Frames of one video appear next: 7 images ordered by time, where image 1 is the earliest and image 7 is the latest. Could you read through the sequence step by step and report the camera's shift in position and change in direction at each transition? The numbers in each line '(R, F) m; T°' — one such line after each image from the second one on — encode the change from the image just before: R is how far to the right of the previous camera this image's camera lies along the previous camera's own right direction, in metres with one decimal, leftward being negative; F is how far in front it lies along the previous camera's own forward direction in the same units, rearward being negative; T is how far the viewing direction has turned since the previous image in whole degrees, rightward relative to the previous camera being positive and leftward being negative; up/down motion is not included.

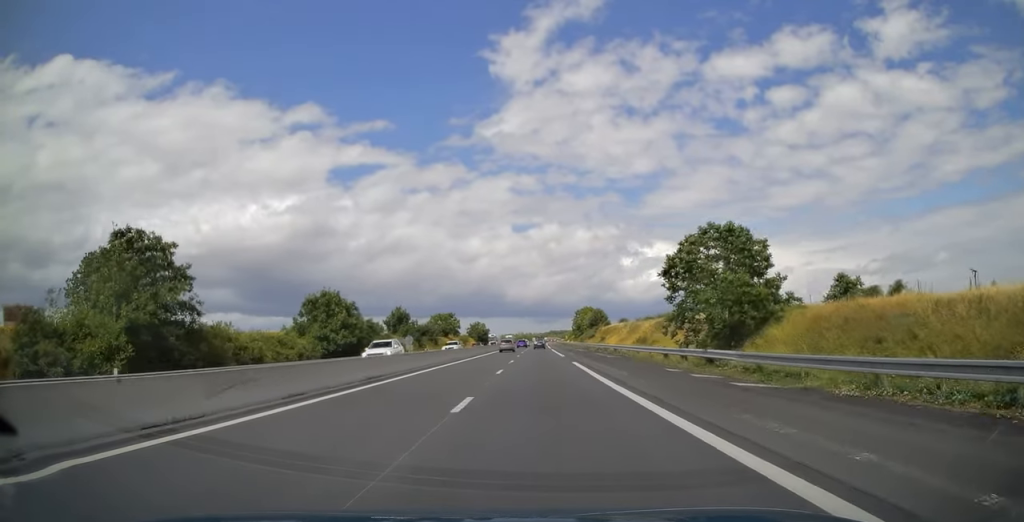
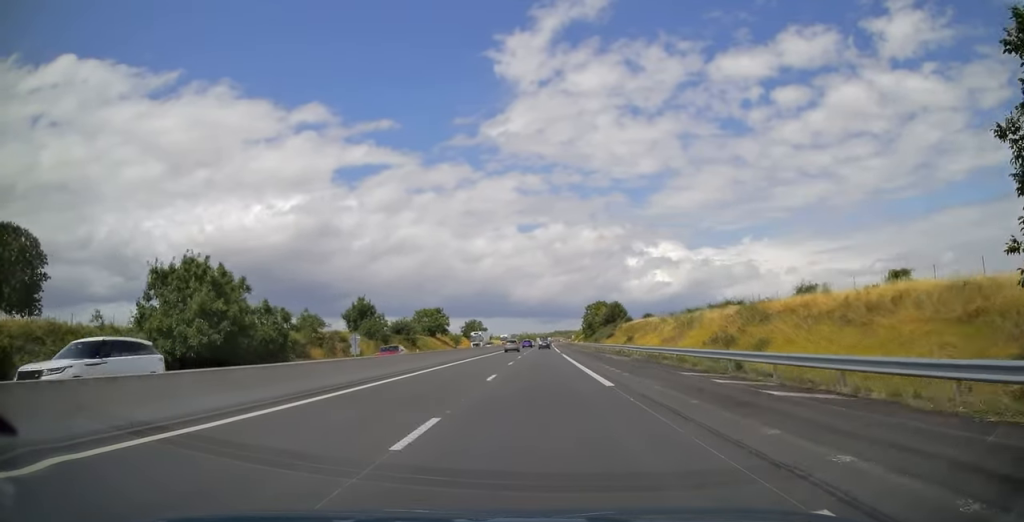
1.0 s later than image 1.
(0.0, +30.7) m; 0°
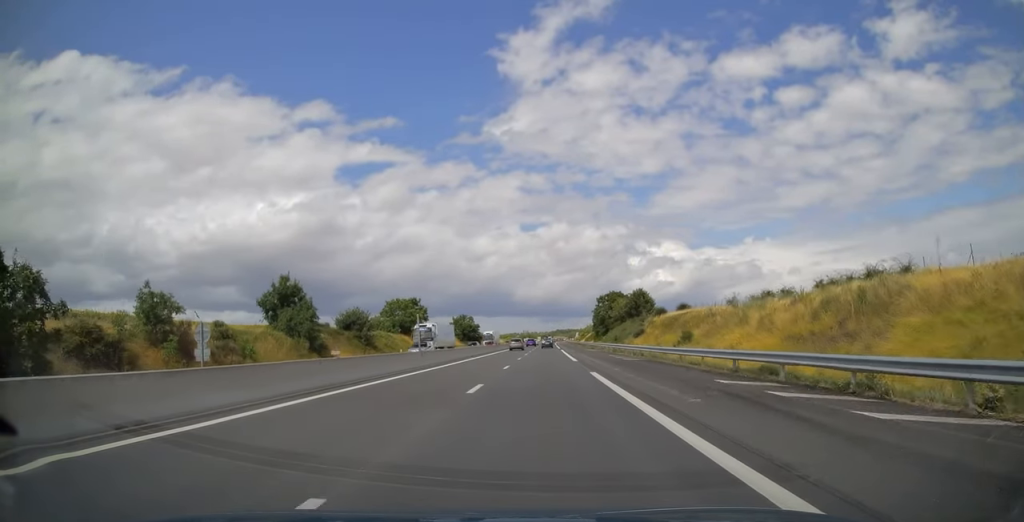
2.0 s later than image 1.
(-0.2, +32.3) m; 0°
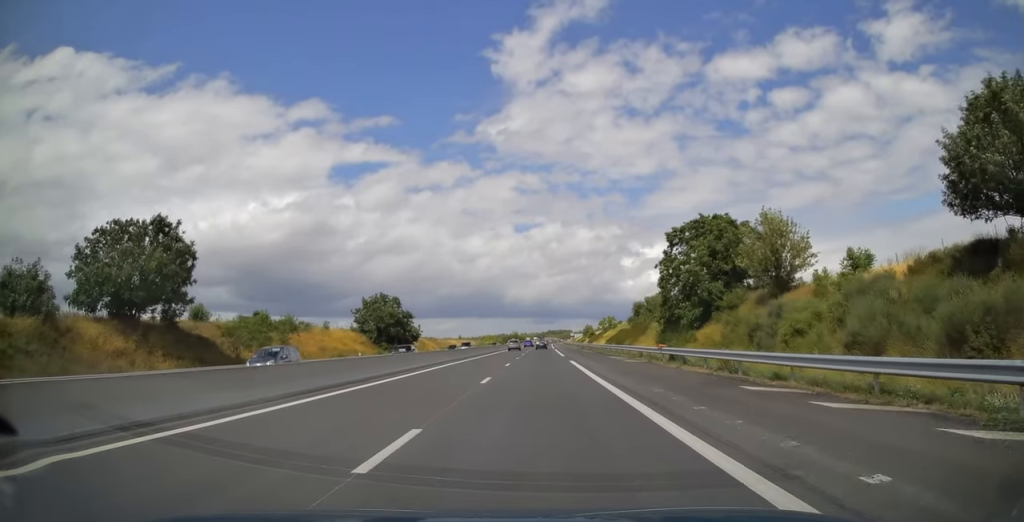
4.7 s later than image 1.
(-0.2, +89.5) m; 0°
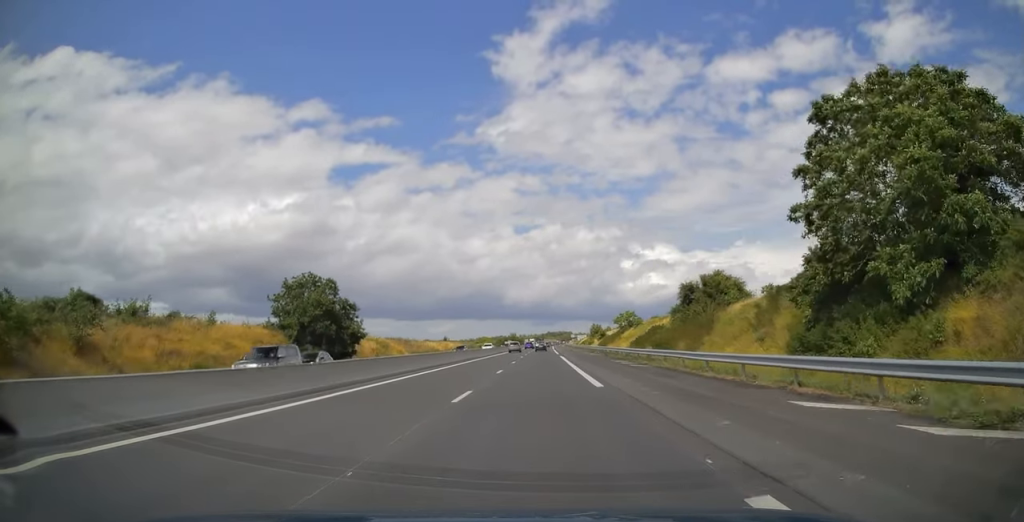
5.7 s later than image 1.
(+0.1, +32.3) m; 0°
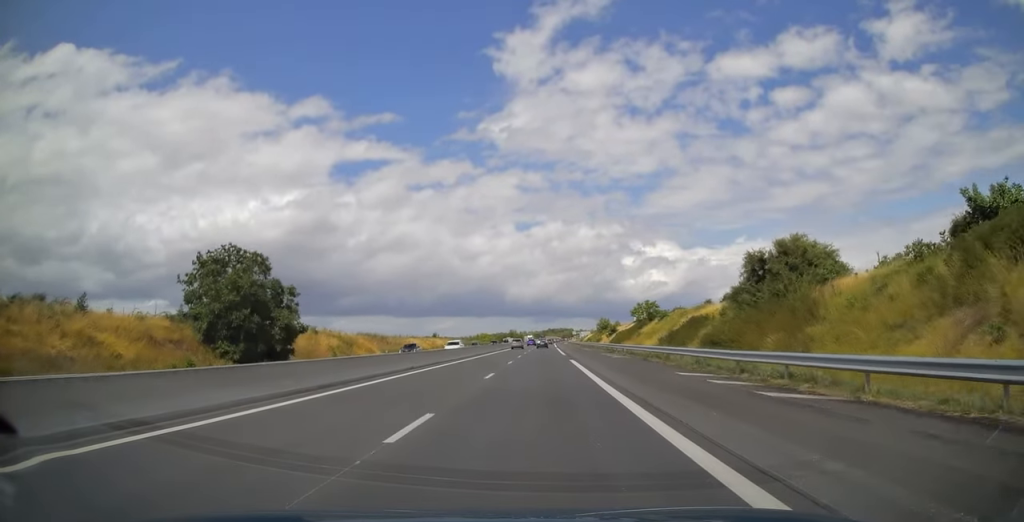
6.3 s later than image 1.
(+0.1, +19.4) m; 0°
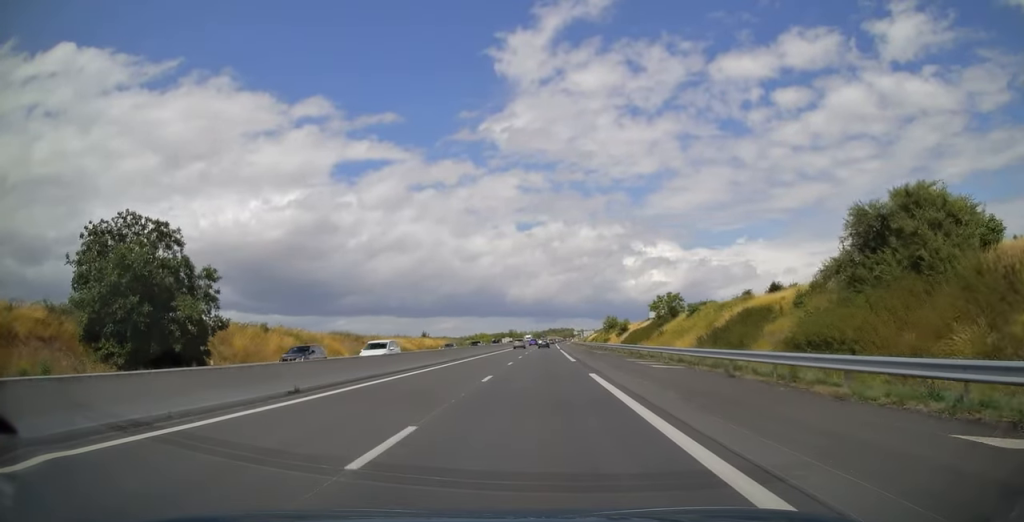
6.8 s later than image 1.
(0.0, +15.1) m; 0°
